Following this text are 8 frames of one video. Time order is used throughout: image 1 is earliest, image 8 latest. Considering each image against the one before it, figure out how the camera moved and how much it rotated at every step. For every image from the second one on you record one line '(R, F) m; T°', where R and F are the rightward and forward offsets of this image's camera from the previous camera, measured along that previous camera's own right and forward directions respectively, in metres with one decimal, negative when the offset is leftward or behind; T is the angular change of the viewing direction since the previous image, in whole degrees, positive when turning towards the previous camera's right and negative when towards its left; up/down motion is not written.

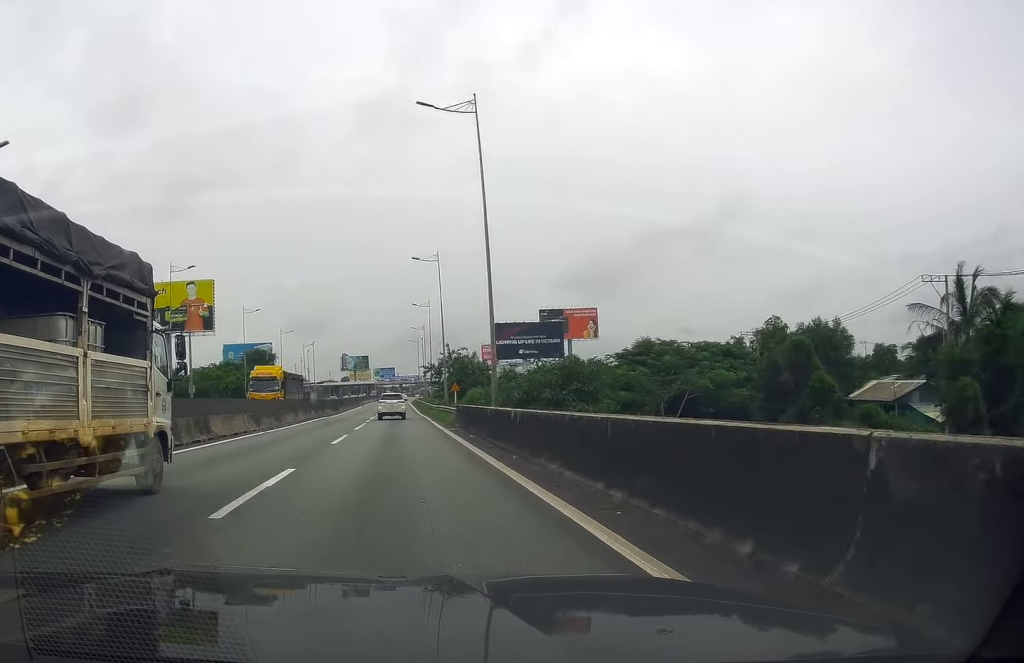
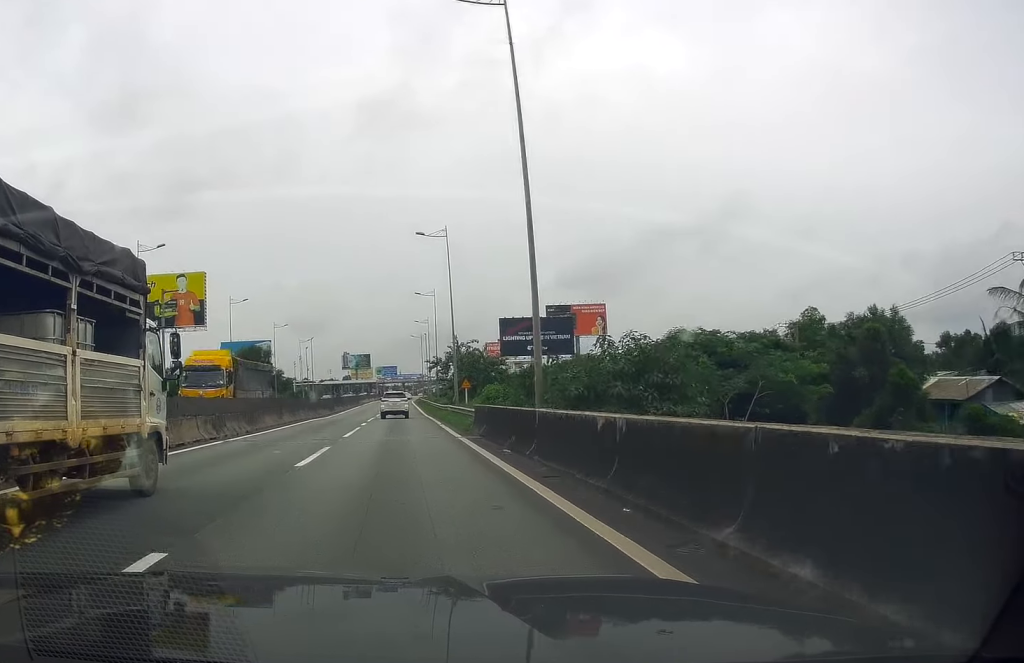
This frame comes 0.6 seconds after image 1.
(+0.1, +8.1) m; +1°
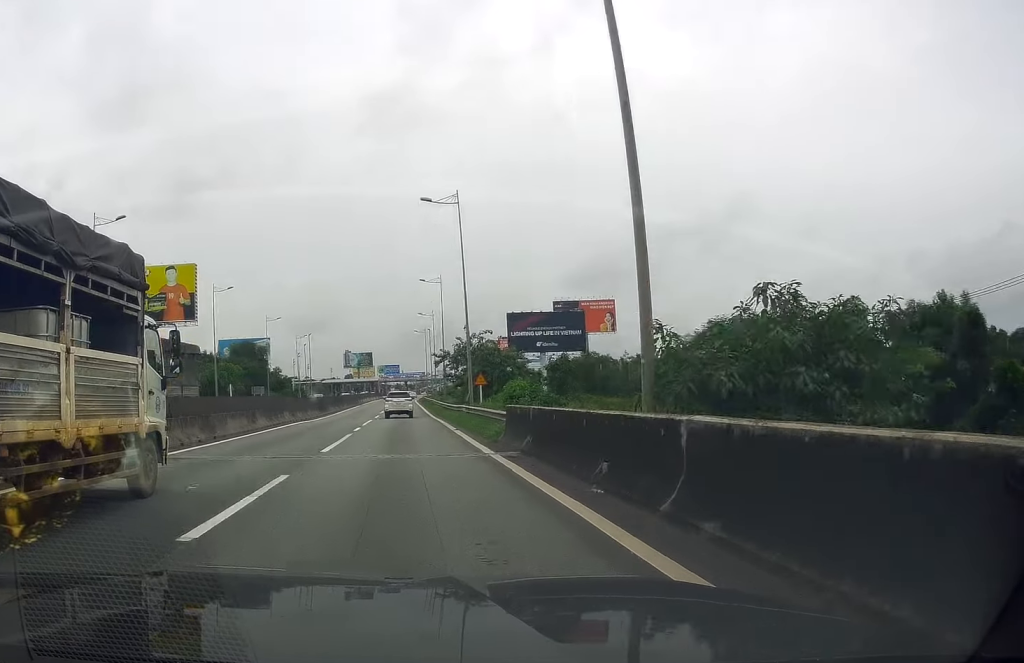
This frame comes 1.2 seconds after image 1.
(0.0, +8.2) m; 0°
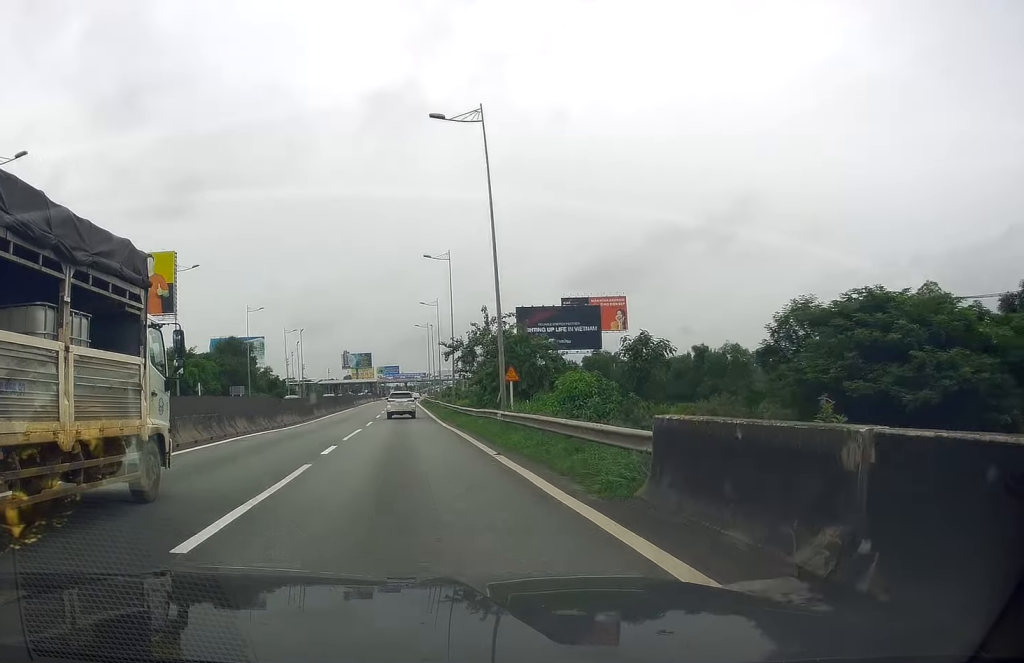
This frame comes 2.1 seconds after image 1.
(0.0, +12.9) m; -1°
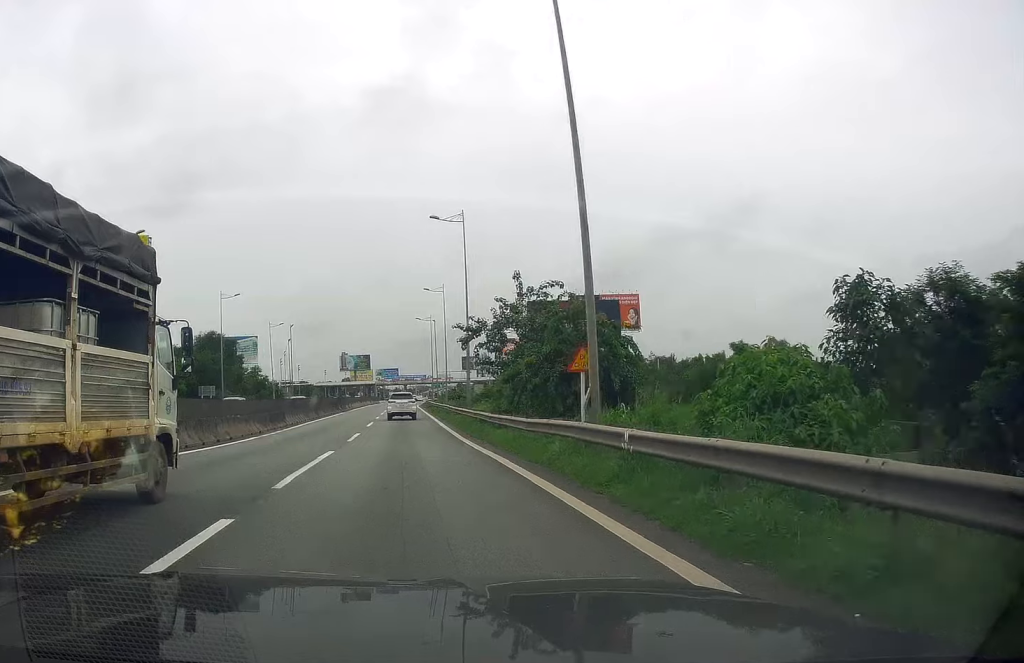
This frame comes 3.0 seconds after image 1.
(-0.2, +13.5) m; 0°
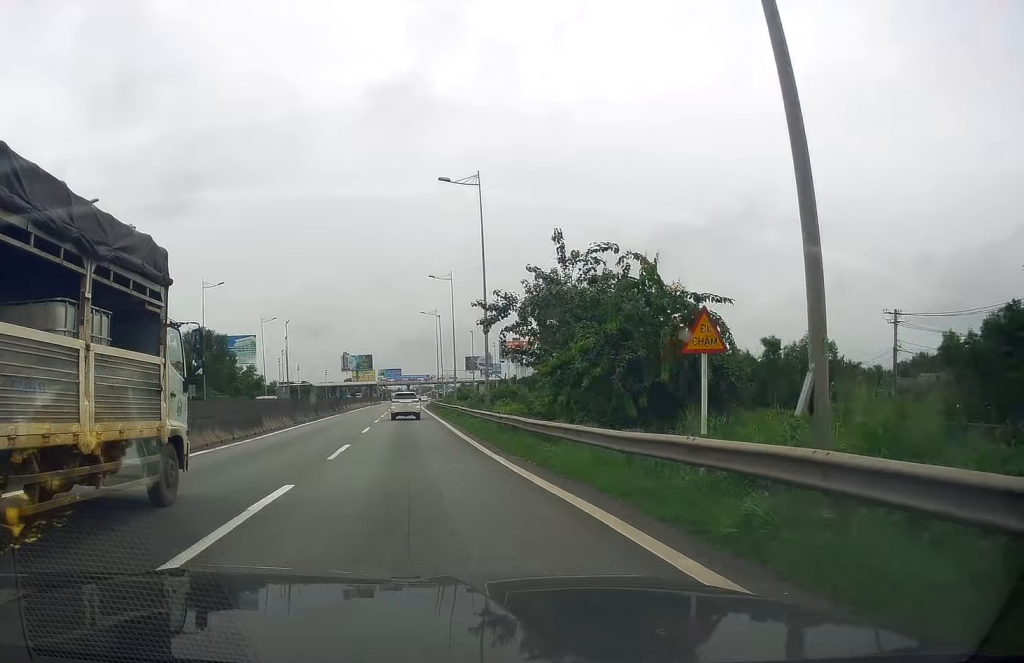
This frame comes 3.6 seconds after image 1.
(0.0, +8.2) m; +1°
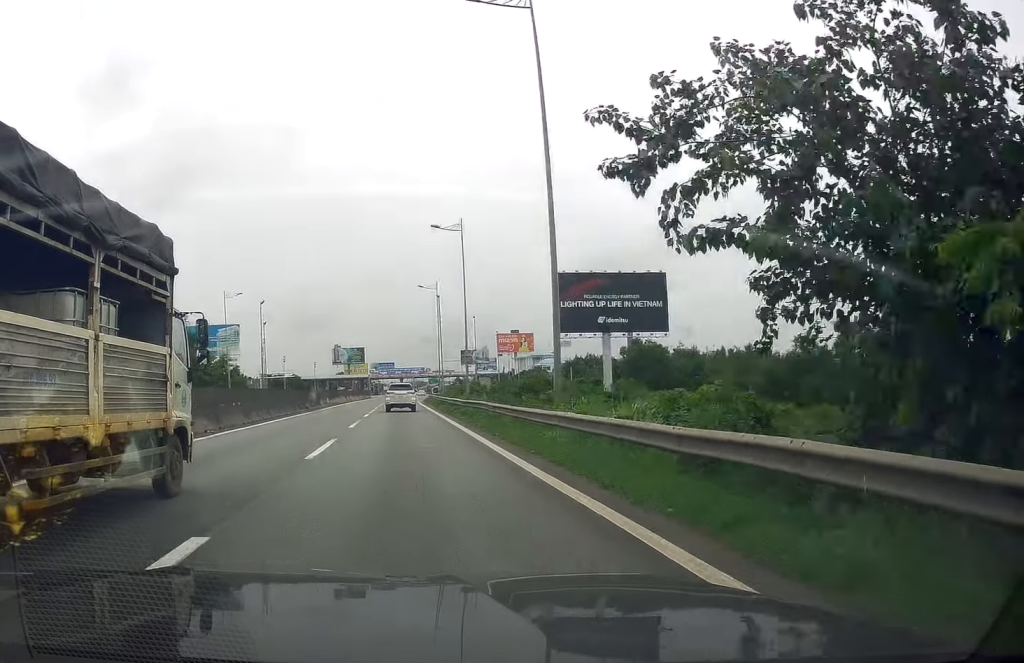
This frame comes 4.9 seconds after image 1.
(+0.3, +18.1) m; 0°
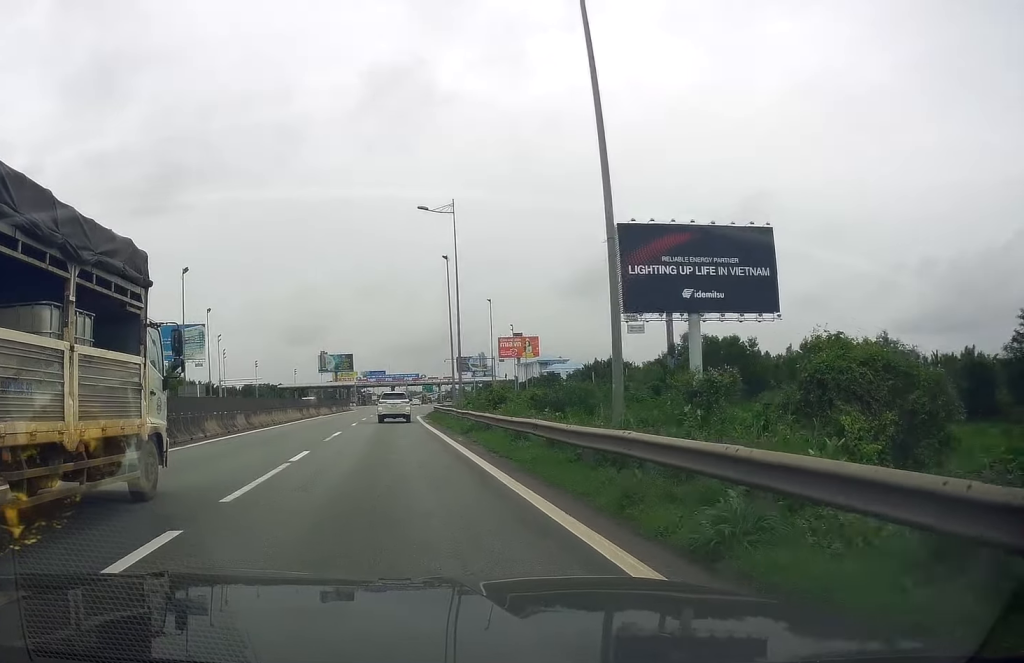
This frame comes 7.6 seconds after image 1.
(-0.7, +37.3) m; 0°
